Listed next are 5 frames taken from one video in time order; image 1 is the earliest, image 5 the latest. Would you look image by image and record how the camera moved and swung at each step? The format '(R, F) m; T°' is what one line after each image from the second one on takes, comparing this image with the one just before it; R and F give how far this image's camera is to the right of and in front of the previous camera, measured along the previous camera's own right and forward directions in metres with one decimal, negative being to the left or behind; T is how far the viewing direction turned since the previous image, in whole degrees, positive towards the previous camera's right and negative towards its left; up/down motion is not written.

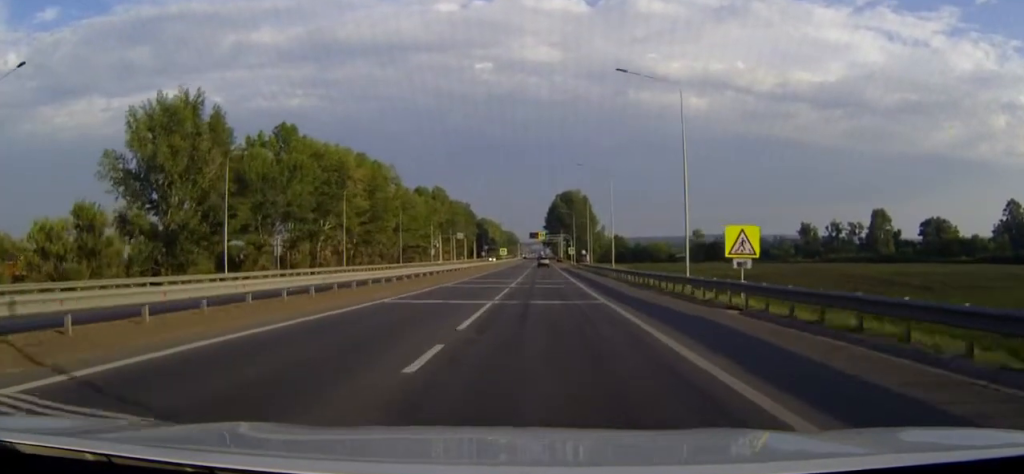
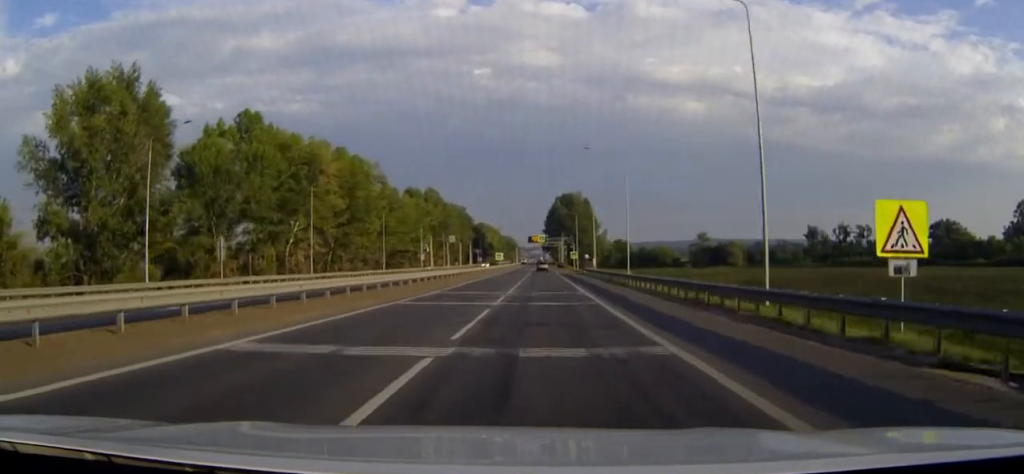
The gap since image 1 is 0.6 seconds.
(0.0, +12.9) m; 0°
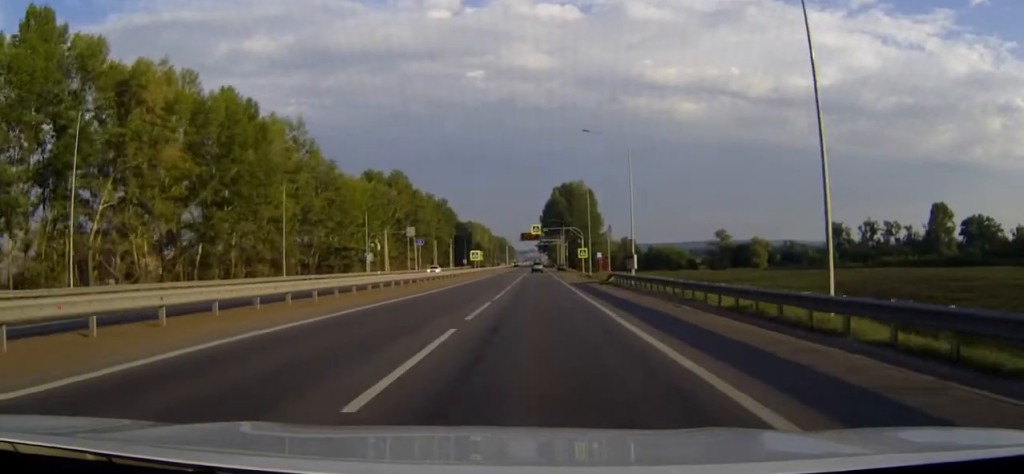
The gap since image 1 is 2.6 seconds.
(+0.1, +42.8) m; 0°
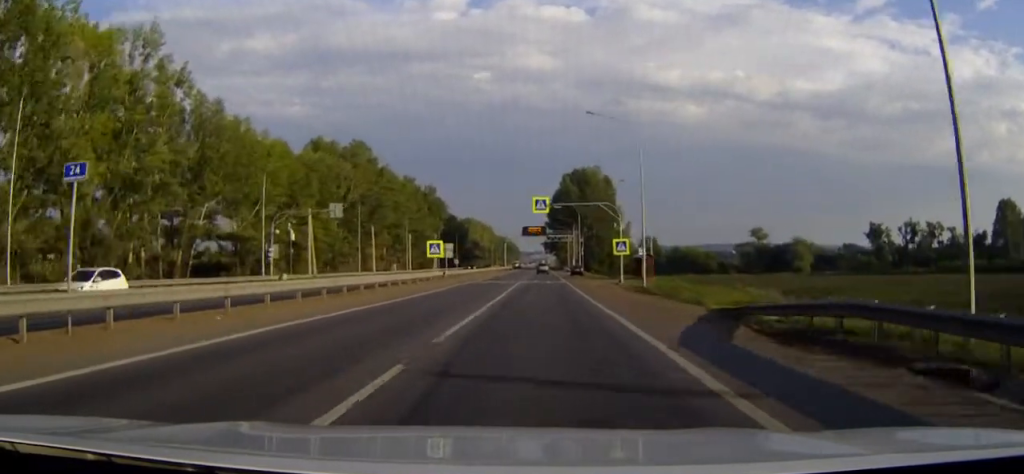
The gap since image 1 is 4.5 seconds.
(-0.1, +41.3) m; 0°
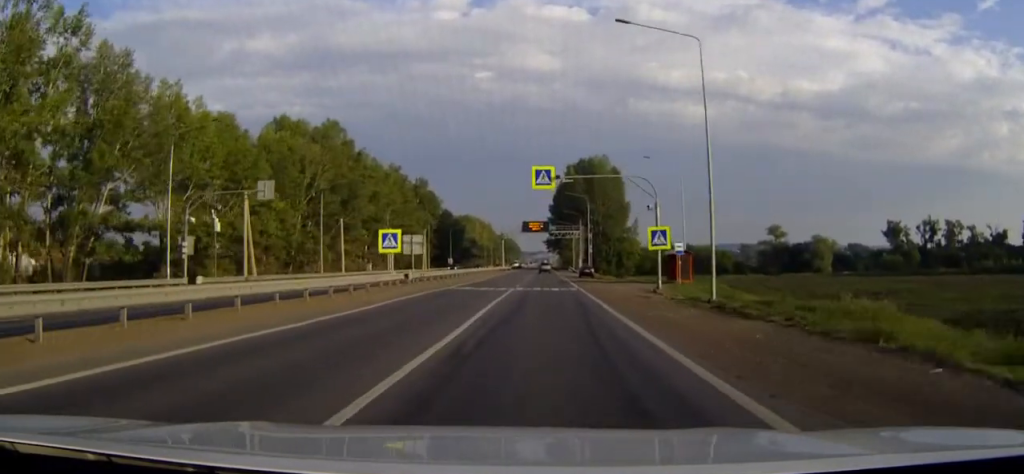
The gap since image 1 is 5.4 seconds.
(0.0, +17.7) m; 0°
